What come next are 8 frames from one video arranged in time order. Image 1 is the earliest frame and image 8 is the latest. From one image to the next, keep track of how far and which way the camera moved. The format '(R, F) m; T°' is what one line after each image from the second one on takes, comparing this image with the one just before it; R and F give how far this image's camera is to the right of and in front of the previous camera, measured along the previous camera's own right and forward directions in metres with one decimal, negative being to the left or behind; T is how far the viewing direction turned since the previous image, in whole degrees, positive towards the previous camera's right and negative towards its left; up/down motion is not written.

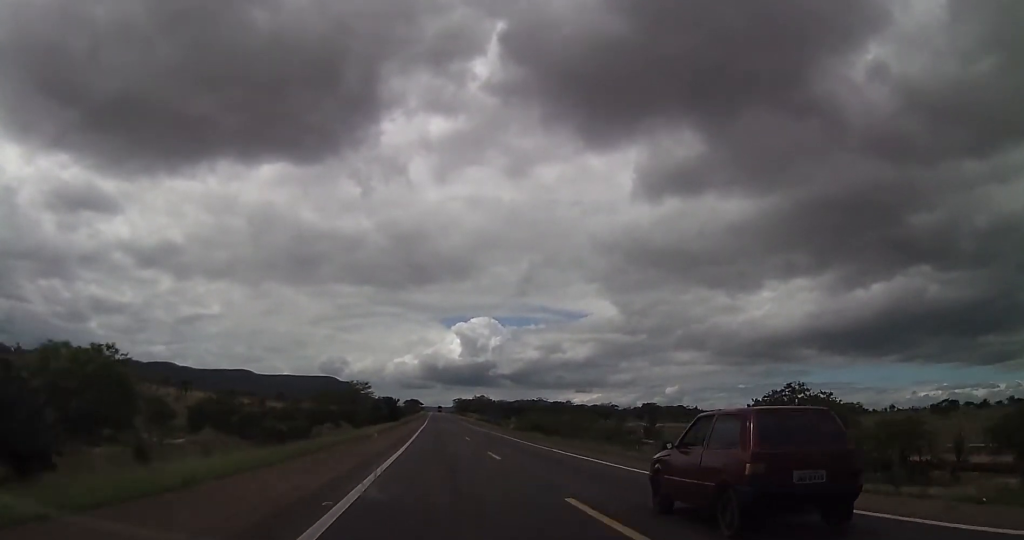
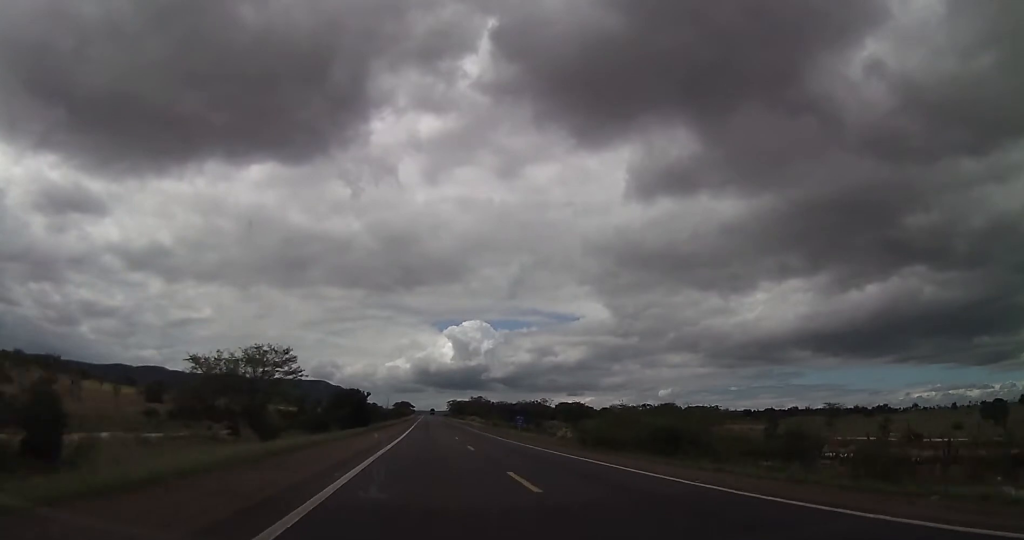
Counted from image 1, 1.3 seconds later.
(+0.2, +46.7) m; 0°
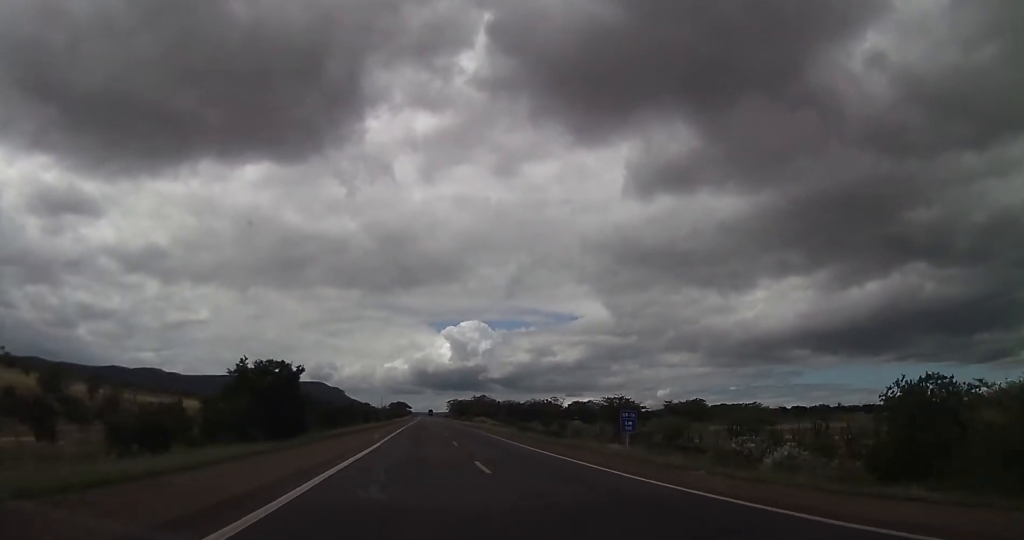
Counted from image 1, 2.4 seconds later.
(+0.1, +38.2) m; 0°
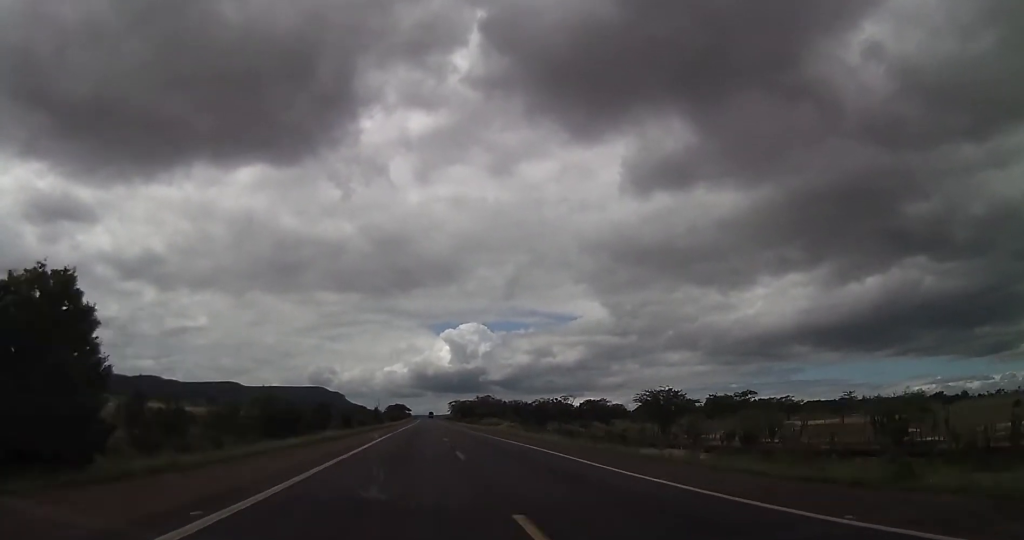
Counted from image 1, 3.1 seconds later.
(0.0, +22.1) m; 0°
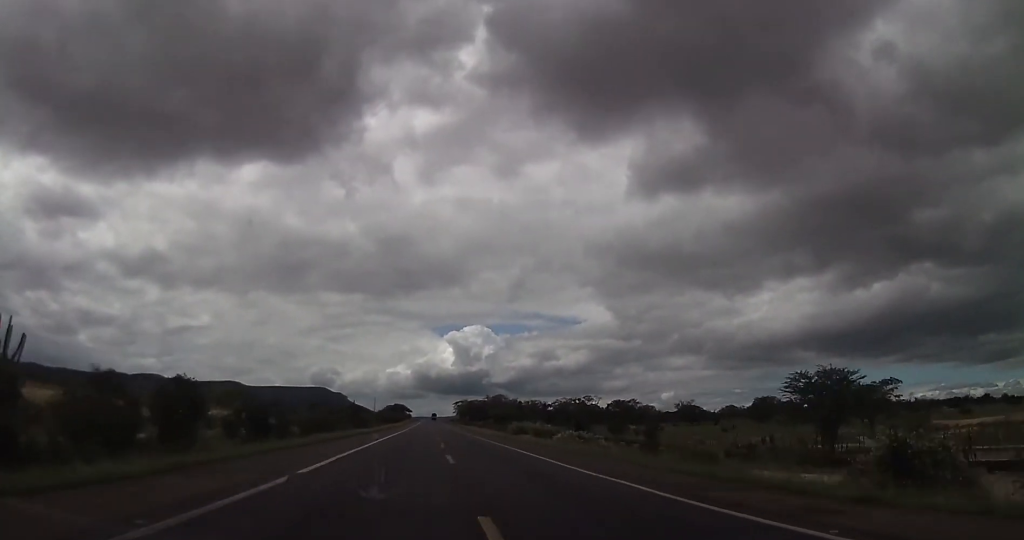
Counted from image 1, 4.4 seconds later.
(0.0, +37.0) m; 0°
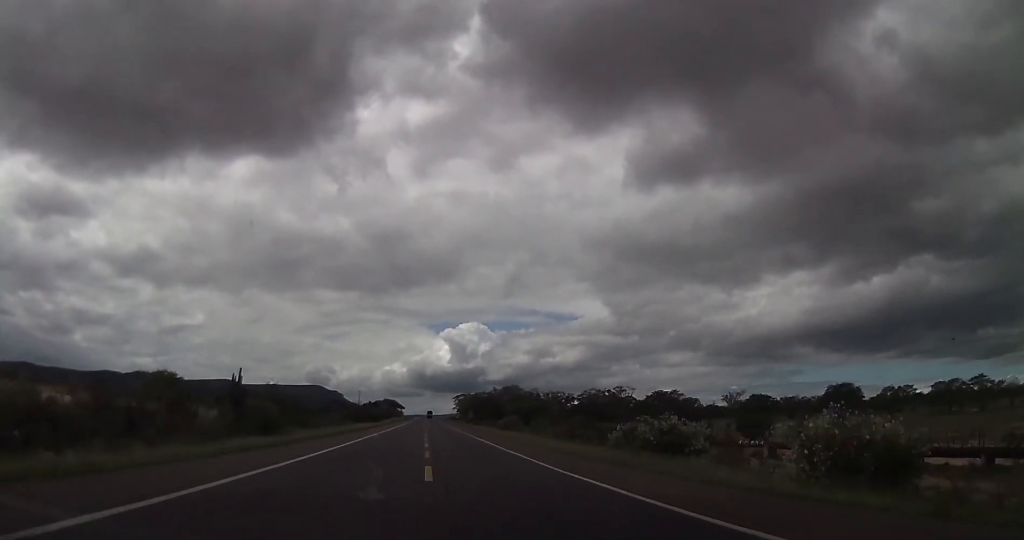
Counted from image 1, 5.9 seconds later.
(0.0, +49.5) m; 0°
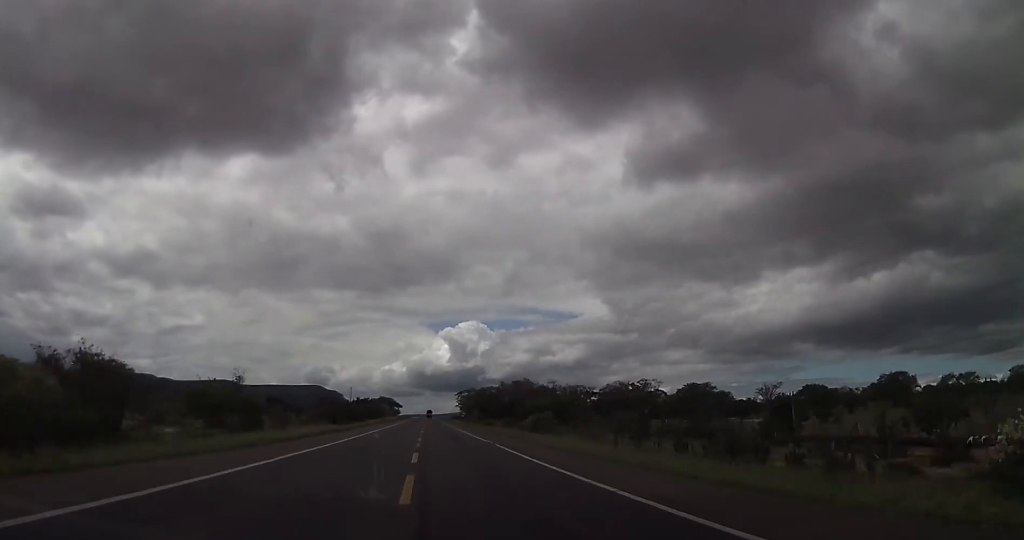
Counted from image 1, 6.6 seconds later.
(0.0, +26.7) m; 0°
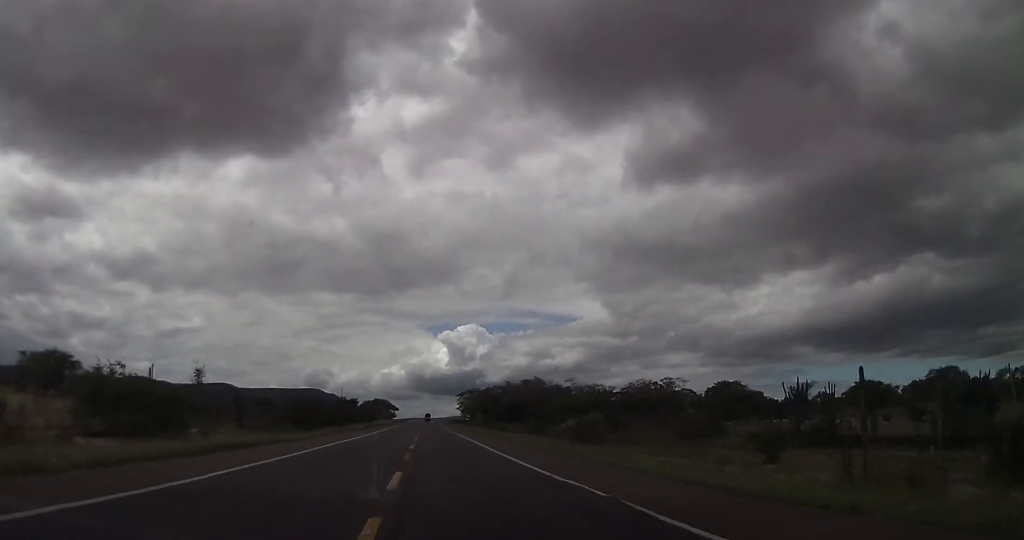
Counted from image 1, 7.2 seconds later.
(-0.1, +21.5) m; 0°
